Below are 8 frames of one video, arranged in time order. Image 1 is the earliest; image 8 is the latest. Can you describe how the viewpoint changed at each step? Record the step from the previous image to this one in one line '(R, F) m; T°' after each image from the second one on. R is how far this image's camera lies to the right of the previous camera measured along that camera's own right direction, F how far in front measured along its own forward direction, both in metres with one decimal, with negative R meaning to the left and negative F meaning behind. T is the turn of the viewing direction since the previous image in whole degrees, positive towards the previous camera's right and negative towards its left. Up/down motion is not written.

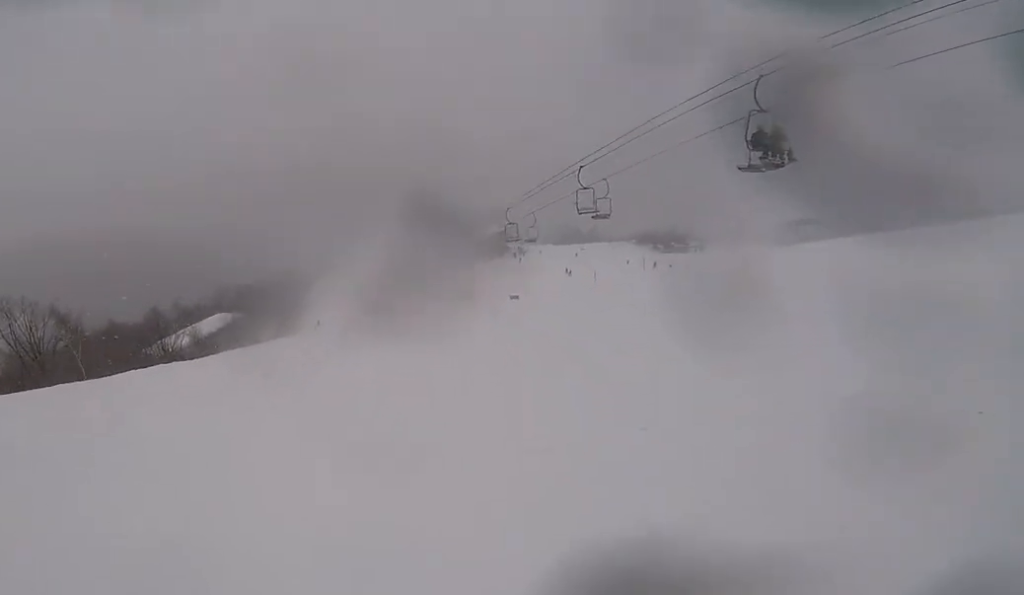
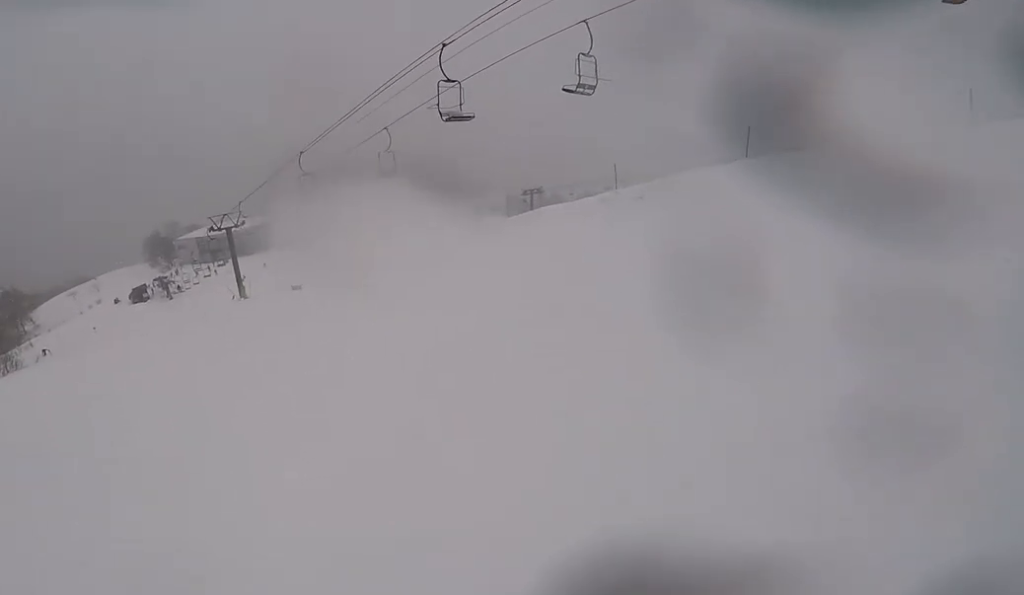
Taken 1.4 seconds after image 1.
(+2.2, +8.6) m; +22°
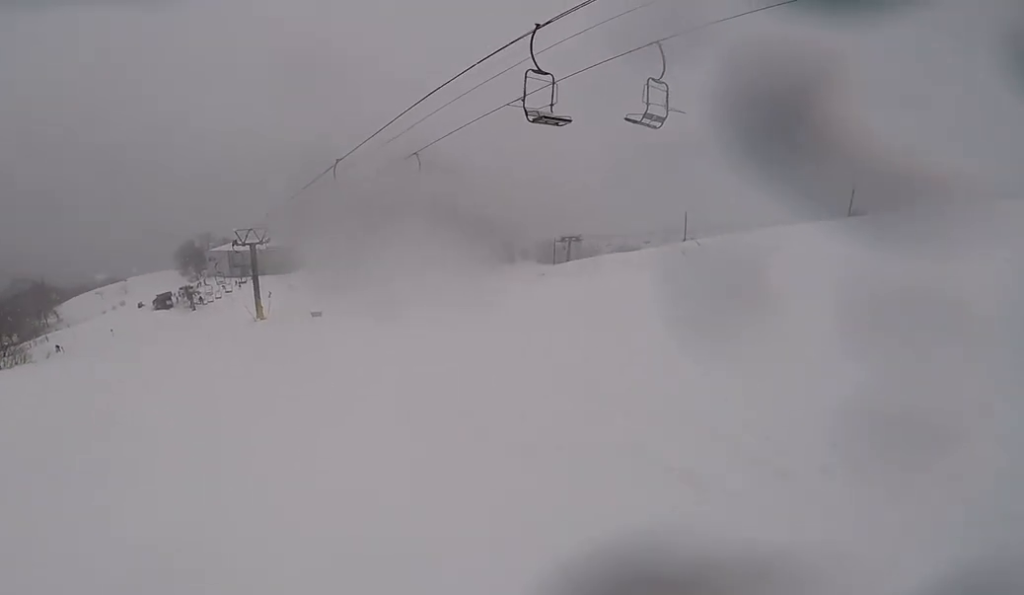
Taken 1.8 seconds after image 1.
(+0.3, +3.2) m; +3°
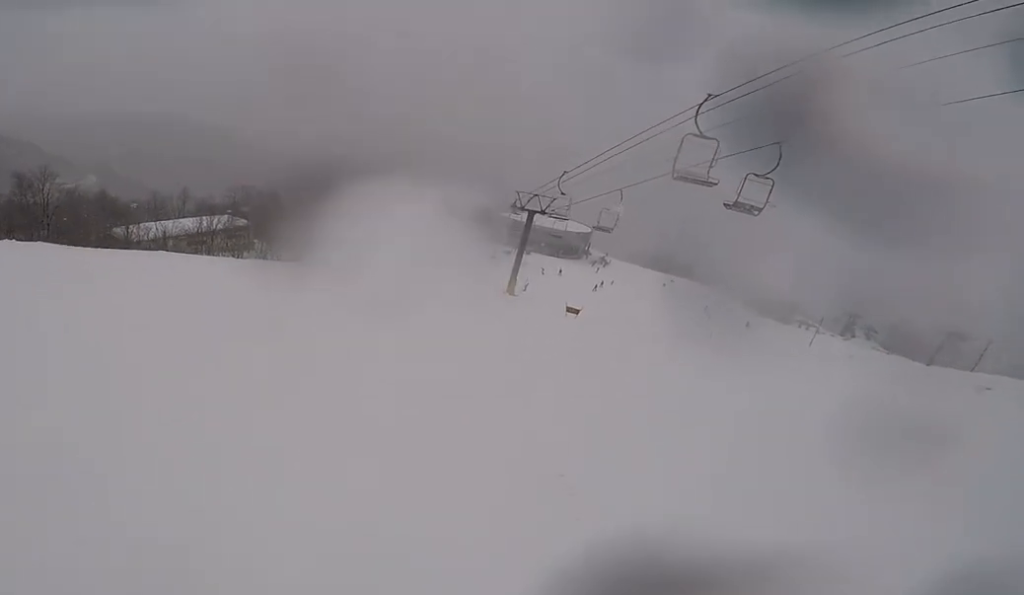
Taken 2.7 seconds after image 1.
(-0.2, +5.5) m; -12°
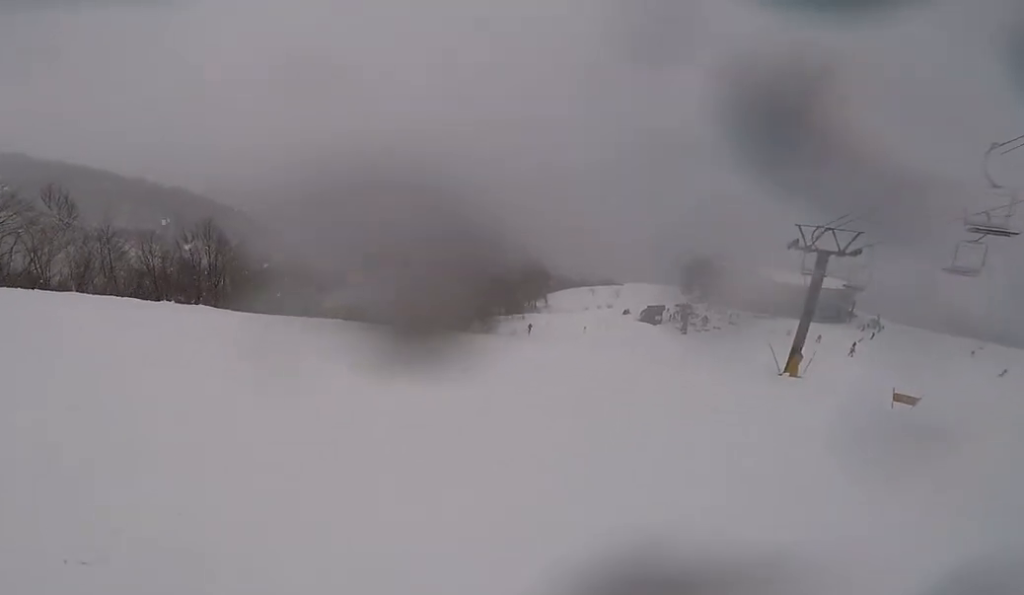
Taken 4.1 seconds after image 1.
(-2.1, +7.6) m; -27°
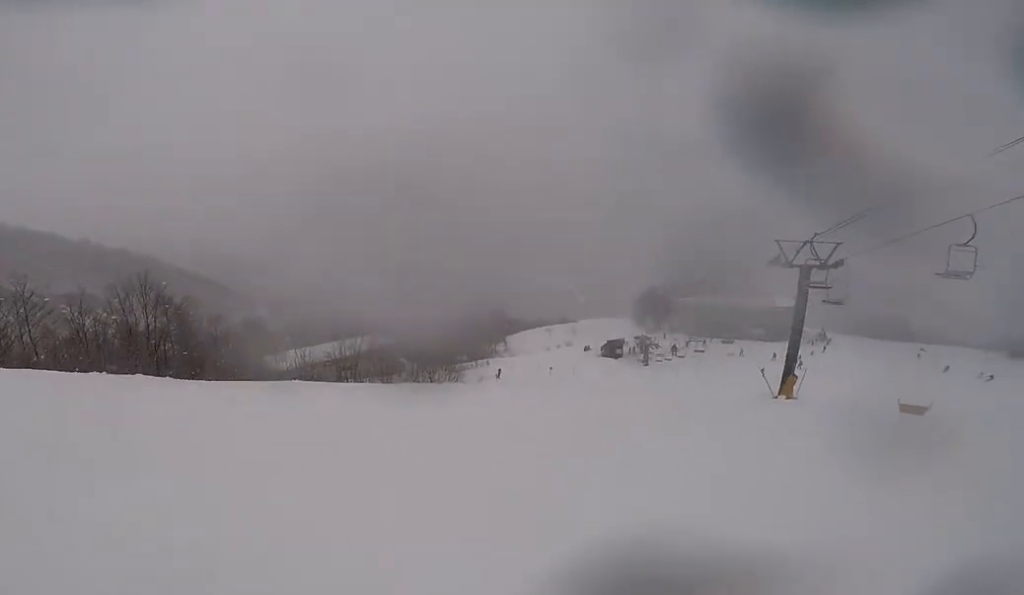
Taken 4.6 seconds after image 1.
(-0.2, +3.1) m; -9°
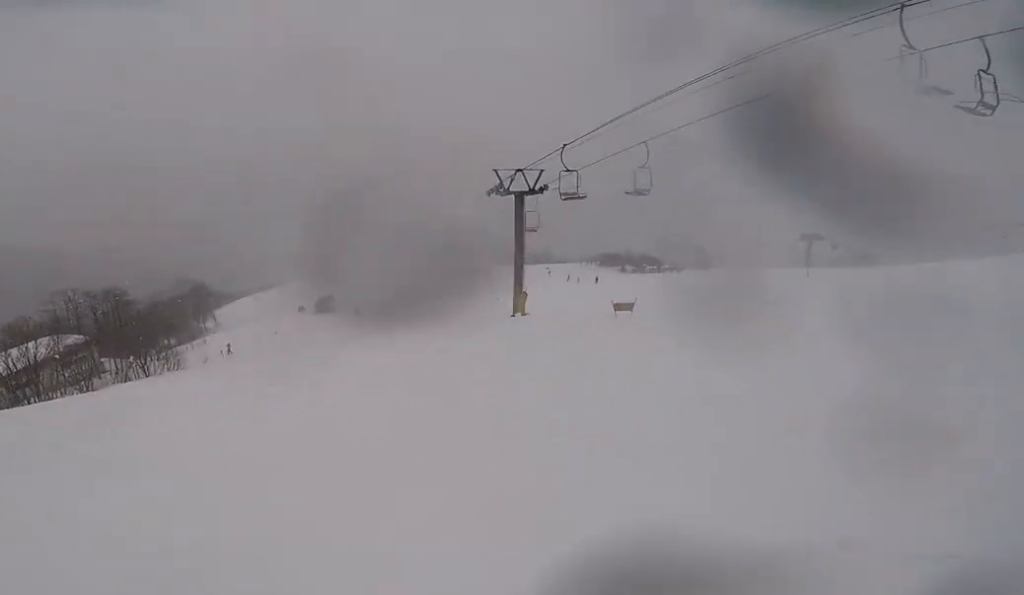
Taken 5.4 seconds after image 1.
(-0.7, +5.2) m; +4°
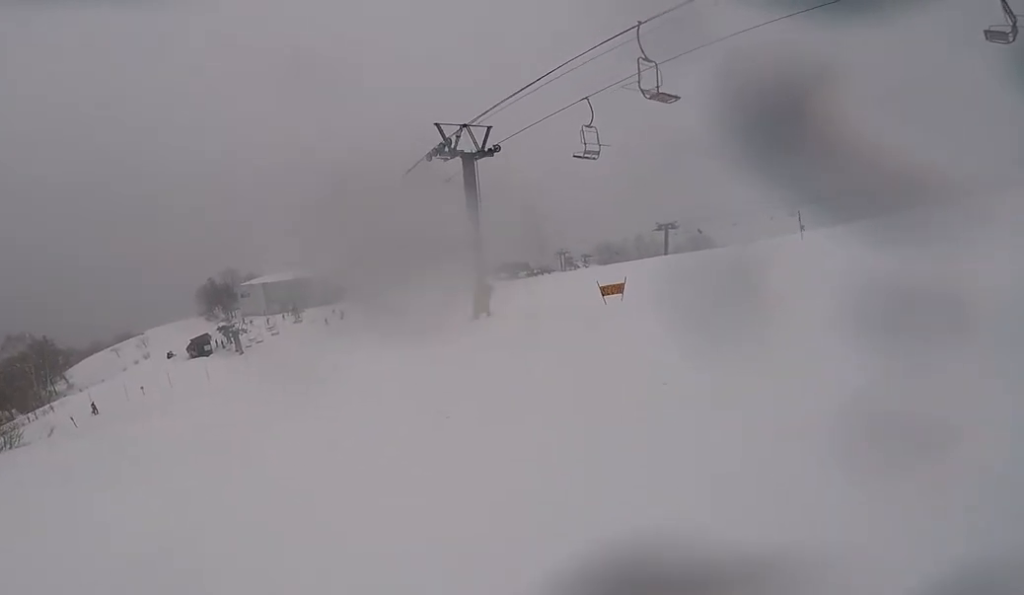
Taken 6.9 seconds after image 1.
(+2.3, +8.9) m; +29°
